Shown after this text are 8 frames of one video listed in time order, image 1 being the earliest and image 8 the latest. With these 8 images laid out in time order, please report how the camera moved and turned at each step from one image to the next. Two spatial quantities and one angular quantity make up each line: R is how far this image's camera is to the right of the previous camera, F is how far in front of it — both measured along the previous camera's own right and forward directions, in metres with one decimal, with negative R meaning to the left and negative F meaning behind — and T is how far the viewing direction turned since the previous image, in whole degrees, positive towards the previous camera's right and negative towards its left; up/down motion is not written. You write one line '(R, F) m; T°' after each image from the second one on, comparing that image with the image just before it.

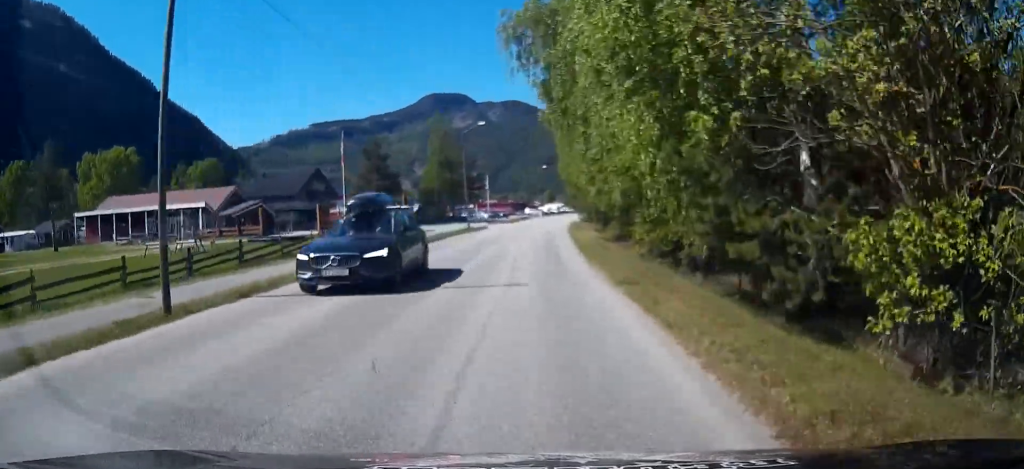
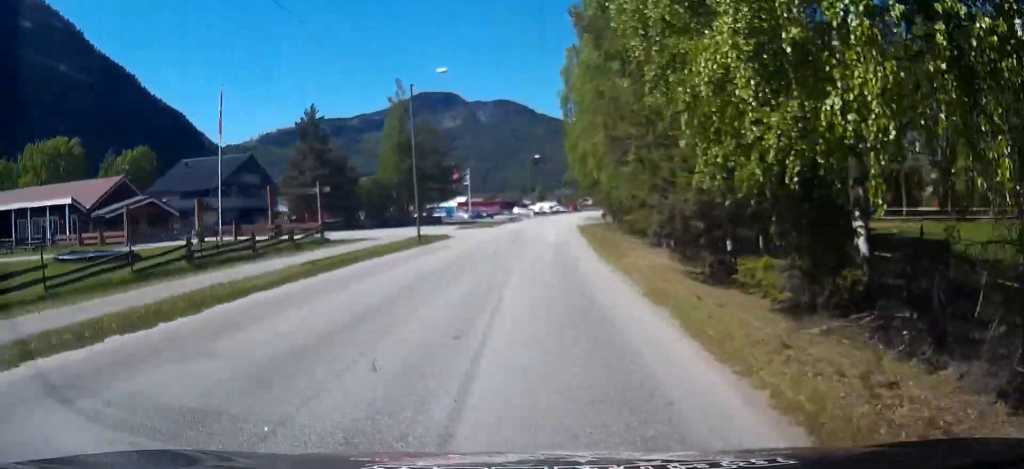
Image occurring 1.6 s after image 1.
(+0.1, +19.8) m; 0°
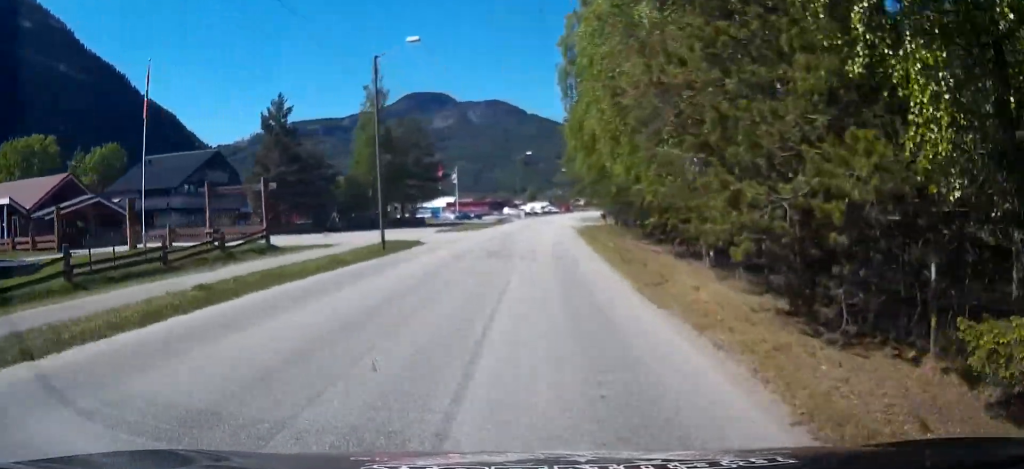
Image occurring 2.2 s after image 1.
(0.0, +6.3) m; 0°
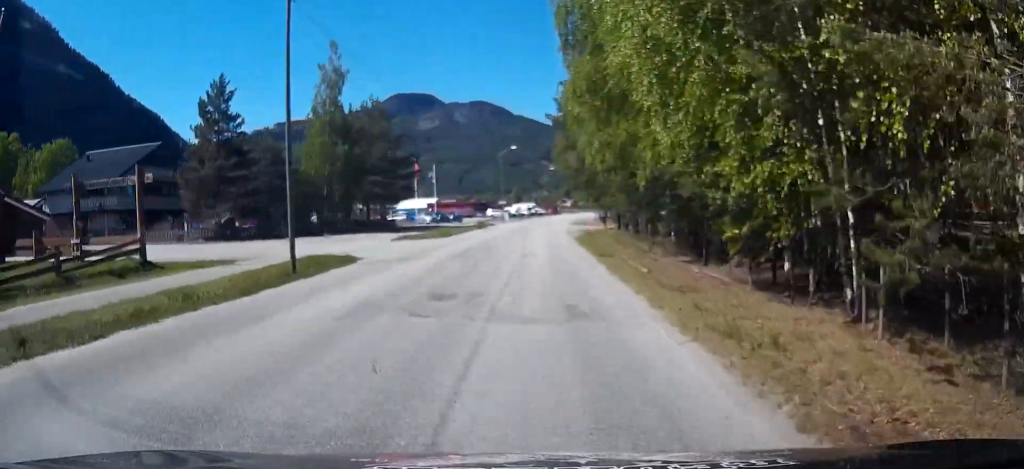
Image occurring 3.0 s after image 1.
(-0.2, +8.8) m; +3°
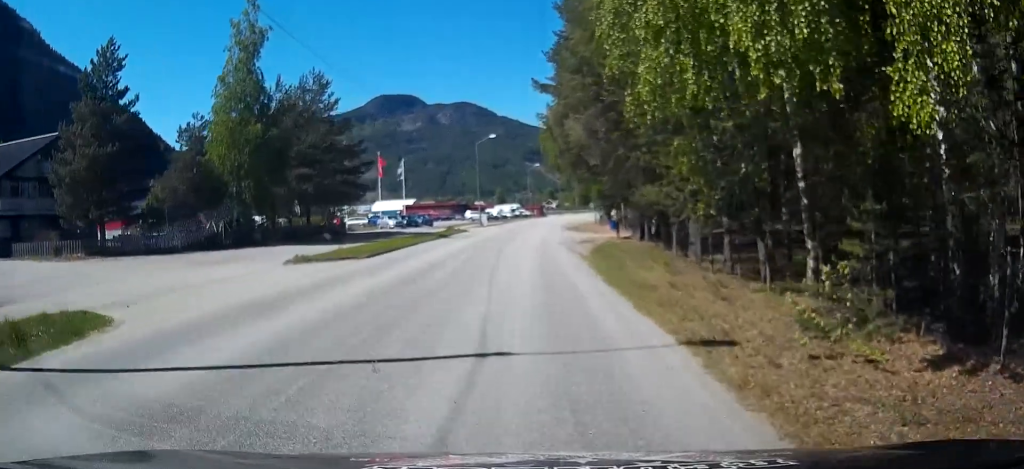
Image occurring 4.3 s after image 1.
(+0.9, +12.9) m; +2°
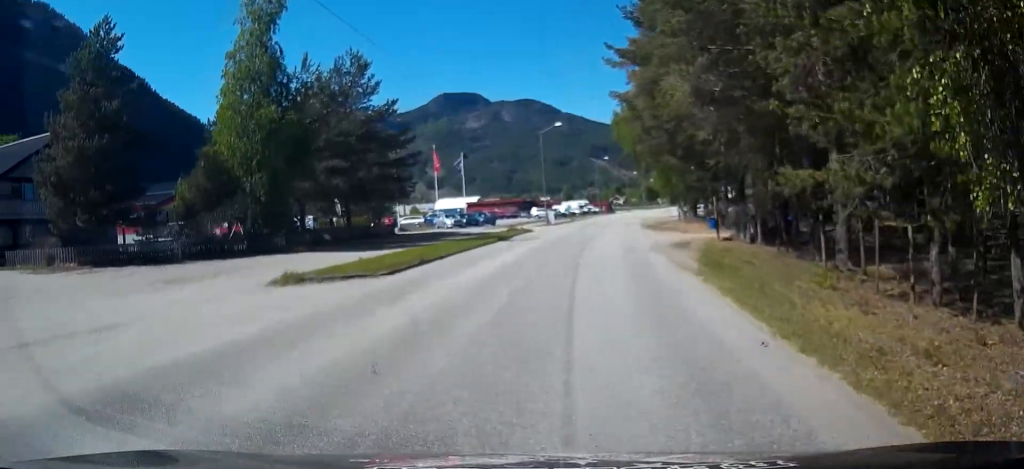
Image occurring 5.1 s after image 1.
(0.0, +6.3) m; -9°
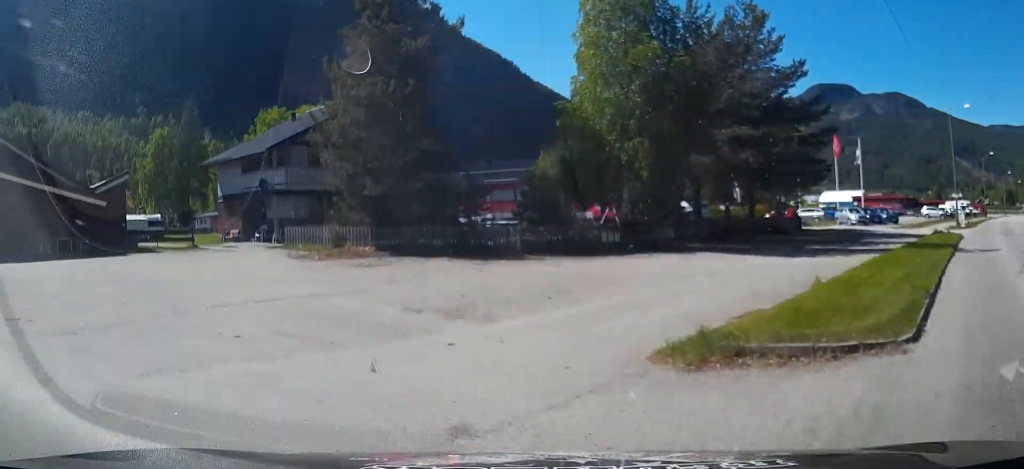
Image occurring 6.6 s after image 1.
(-2.1, +8.1) m; -32°
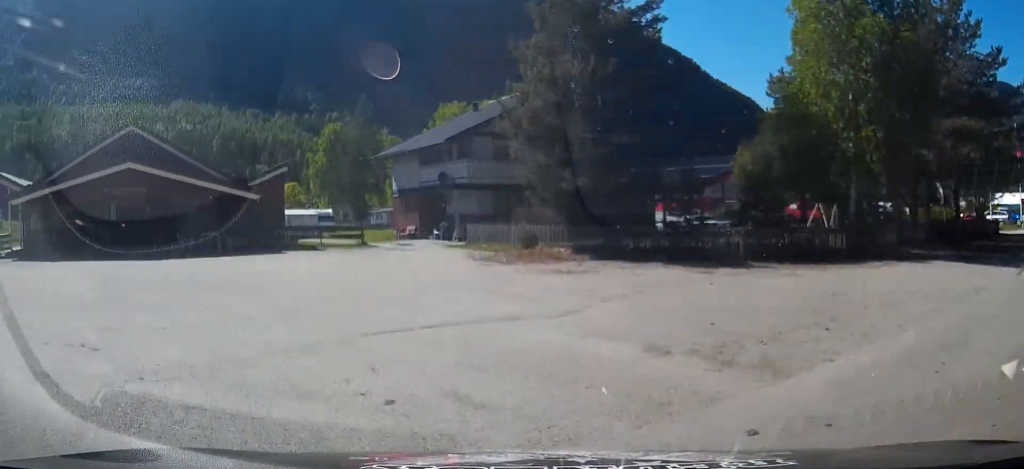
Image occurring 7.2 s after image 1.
(+0.1, +2.5) m; -18°
